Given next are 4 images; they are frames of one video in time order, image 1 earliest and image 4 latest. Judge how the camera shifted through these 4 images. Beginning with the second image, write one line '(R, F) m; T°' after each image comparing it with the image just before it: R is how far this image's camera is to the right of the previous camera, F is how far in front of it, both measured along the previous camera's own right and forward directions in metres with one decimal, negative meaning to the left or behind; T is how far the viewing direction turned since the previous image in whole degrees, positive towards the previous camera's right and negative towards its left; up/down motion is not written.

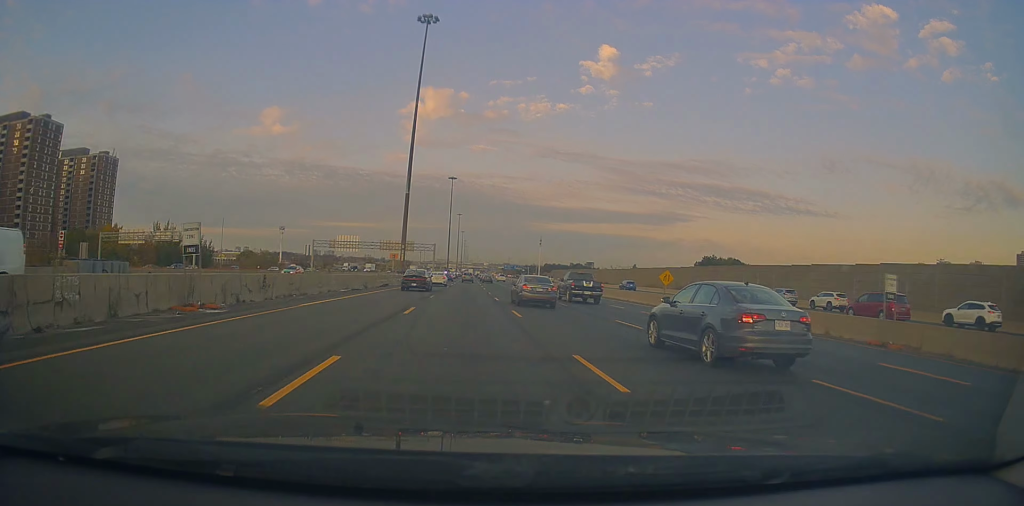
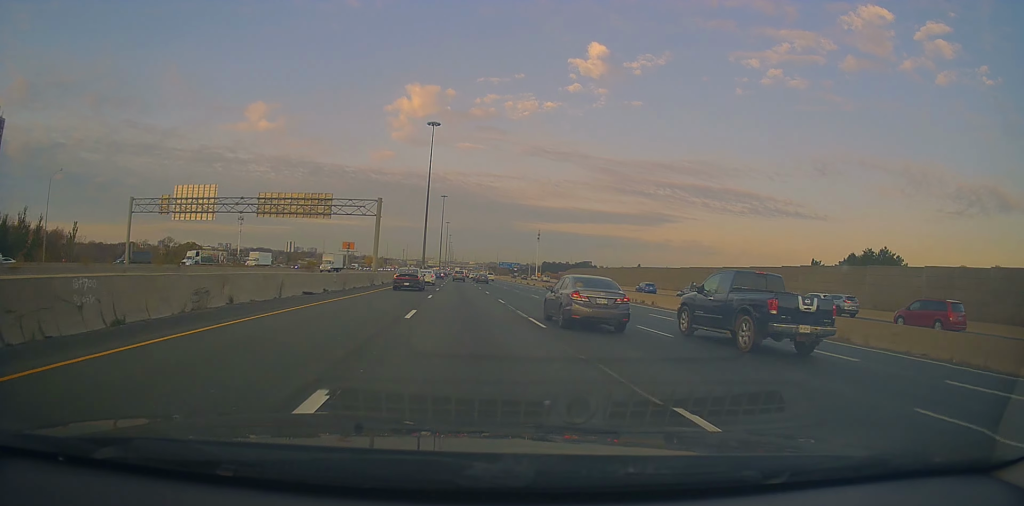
(+0.3, +75.0) m; +1°
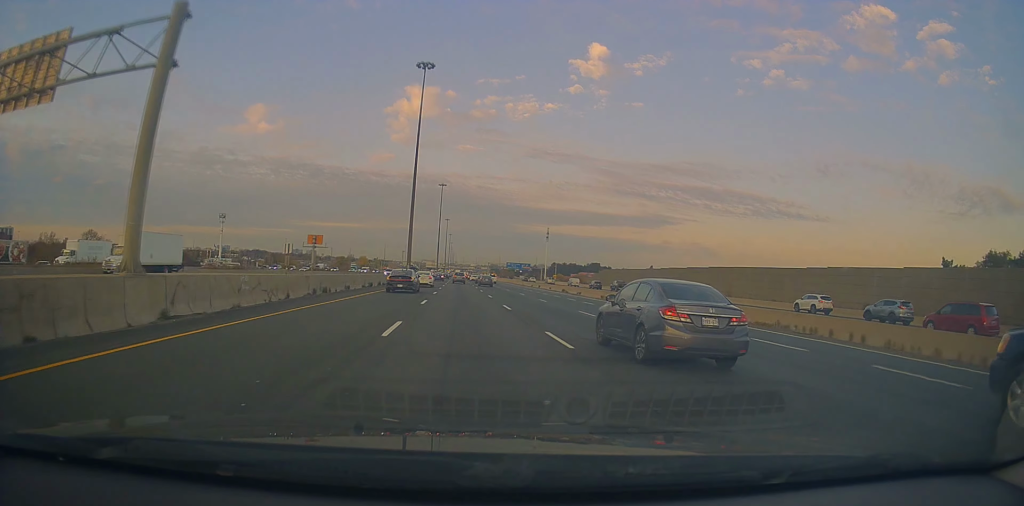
(-0.1, +40.8) m; 0°
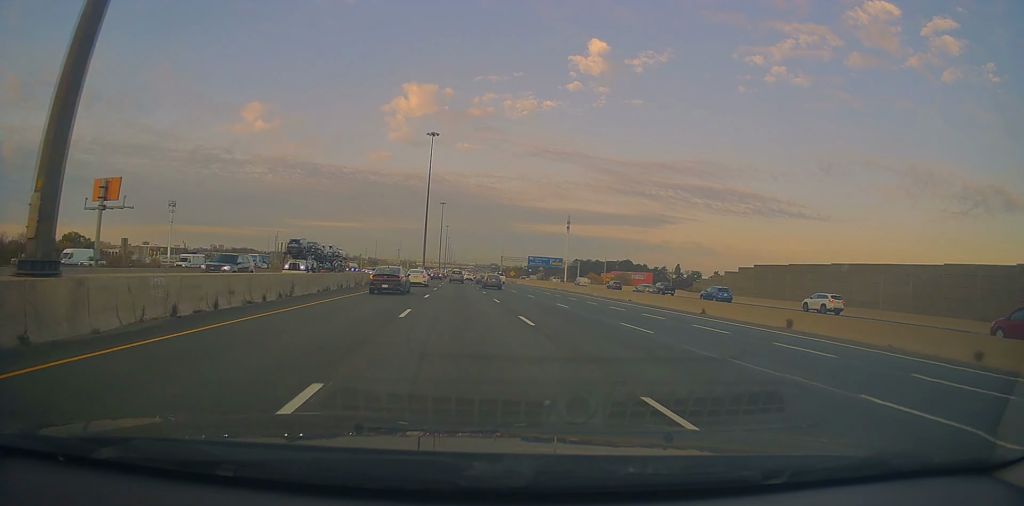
(+0.8, +81.0) m; 0°
